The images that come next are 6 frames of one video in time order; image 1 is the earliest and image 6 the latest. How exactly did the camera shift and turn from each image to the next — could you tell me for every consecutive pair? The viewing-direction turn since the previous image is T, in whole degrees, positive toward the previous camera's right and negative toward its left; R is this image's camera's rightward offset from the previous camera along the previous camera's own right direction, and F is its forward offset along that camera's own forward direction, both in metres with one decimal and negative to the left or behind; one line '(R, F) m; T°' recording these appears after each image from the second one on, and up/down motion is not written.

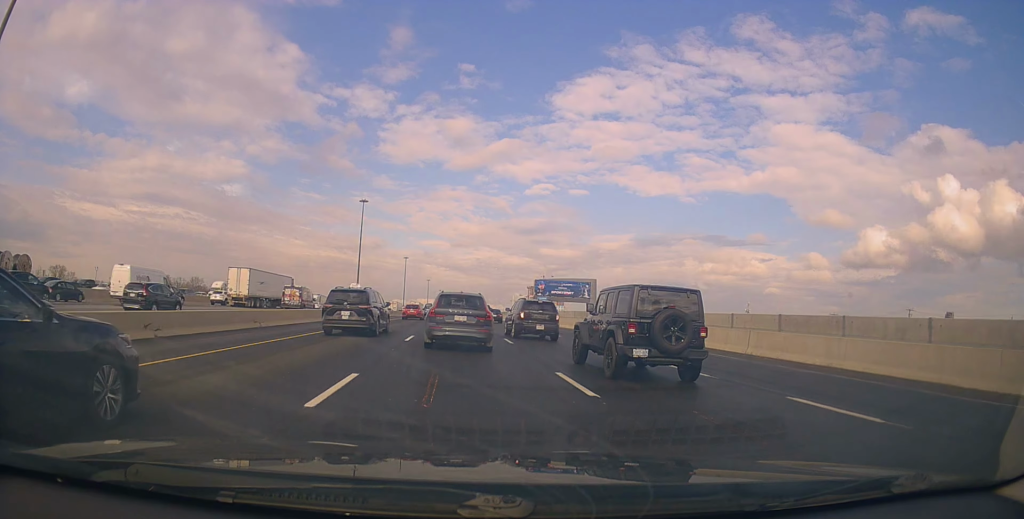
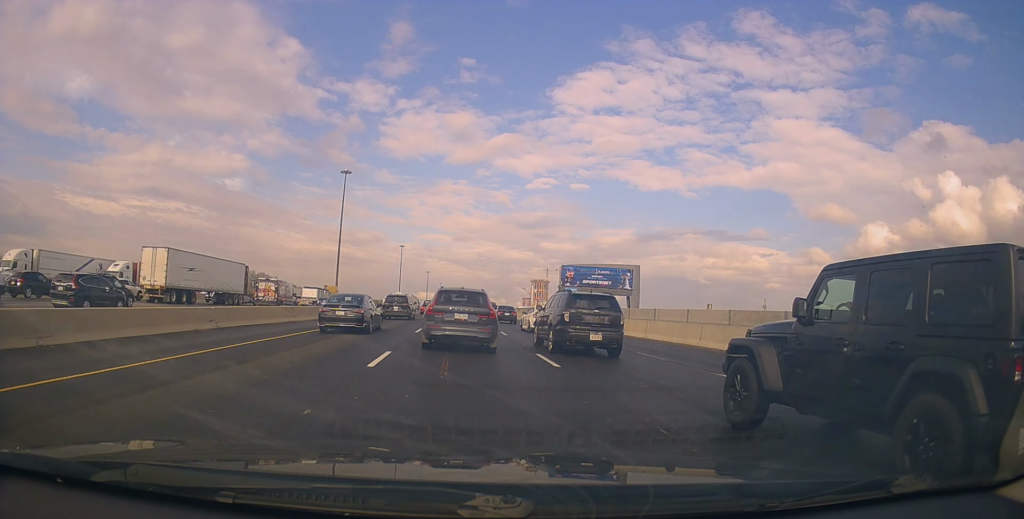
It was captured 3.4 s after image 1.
(+0.1, +33.4) m; +1°
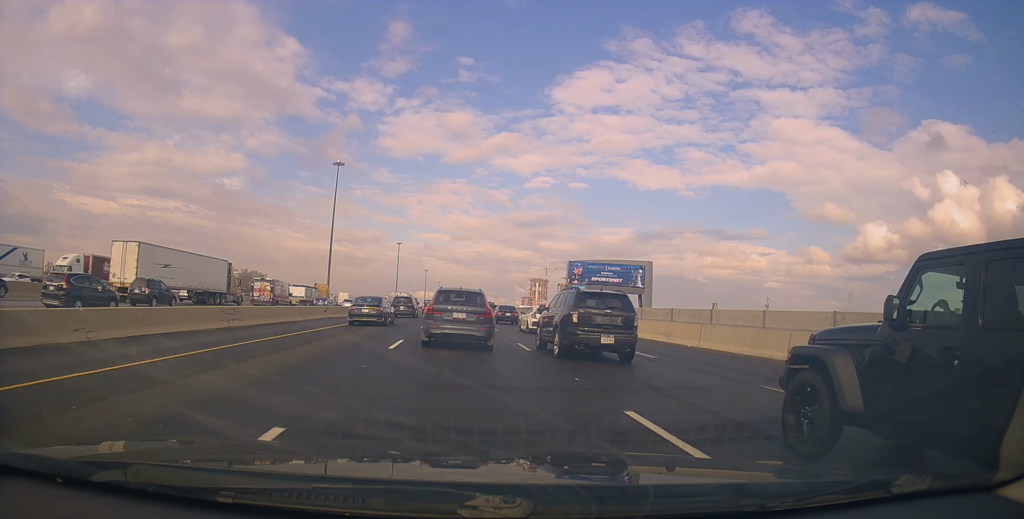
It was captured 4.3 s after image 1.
(-0.3, +8.4) m; 0°
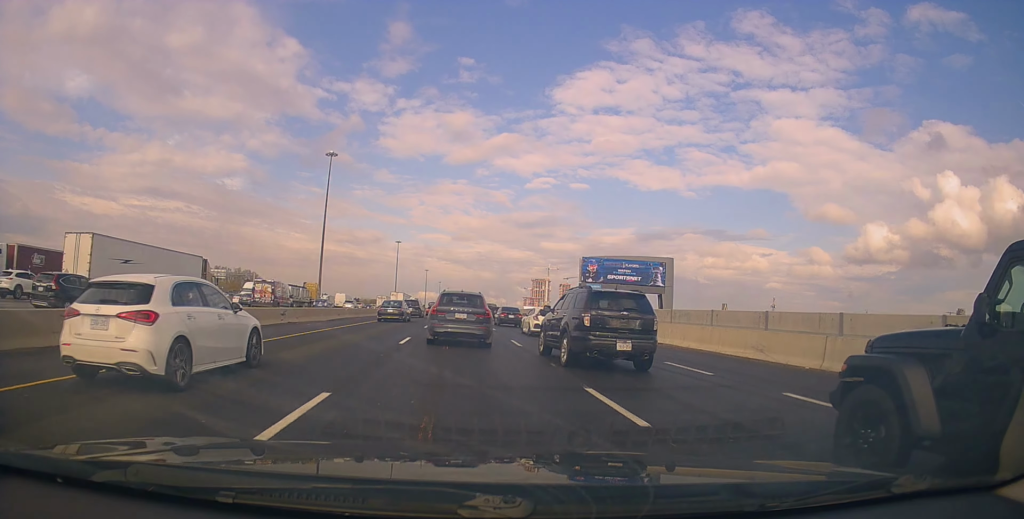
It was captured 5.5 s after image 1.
(+0.3, +10.3) m; -1°
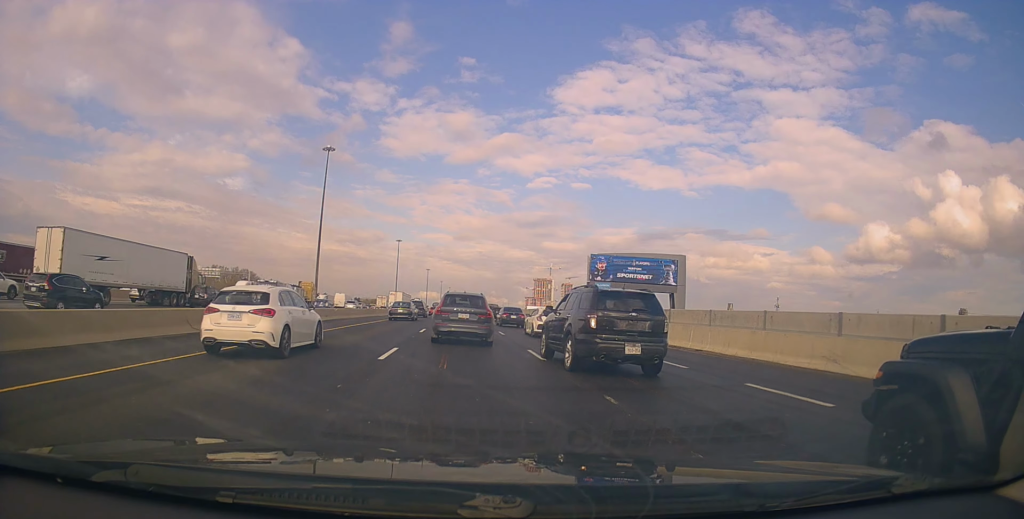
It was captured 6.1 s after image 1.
(-0.3, +4.6) m; -1°
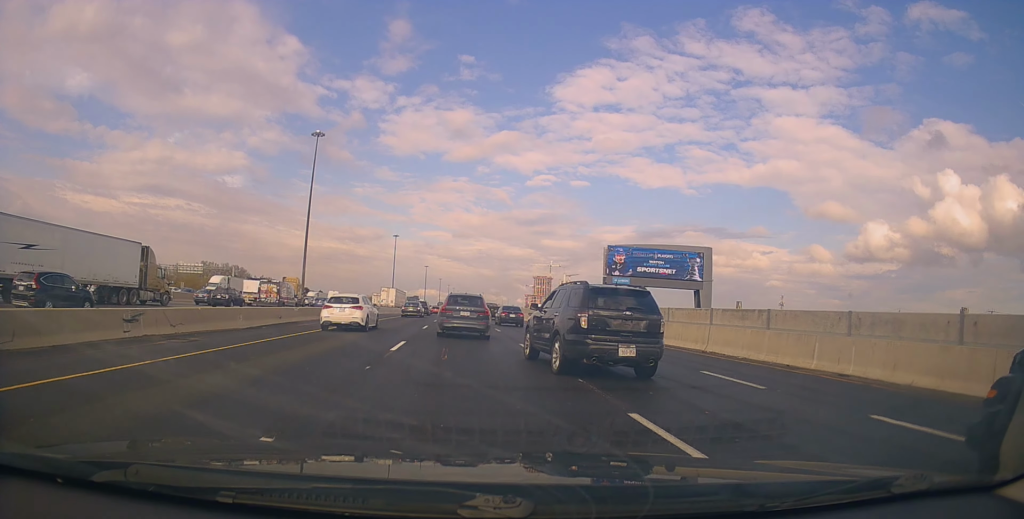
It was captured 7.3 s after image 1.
(0.0, +10.0) m; +2°
